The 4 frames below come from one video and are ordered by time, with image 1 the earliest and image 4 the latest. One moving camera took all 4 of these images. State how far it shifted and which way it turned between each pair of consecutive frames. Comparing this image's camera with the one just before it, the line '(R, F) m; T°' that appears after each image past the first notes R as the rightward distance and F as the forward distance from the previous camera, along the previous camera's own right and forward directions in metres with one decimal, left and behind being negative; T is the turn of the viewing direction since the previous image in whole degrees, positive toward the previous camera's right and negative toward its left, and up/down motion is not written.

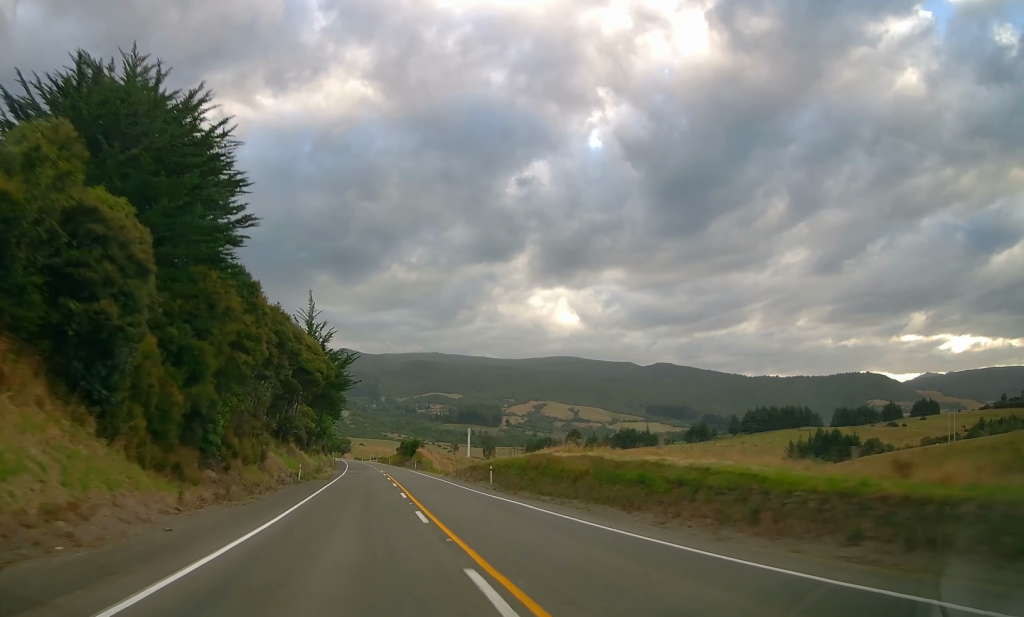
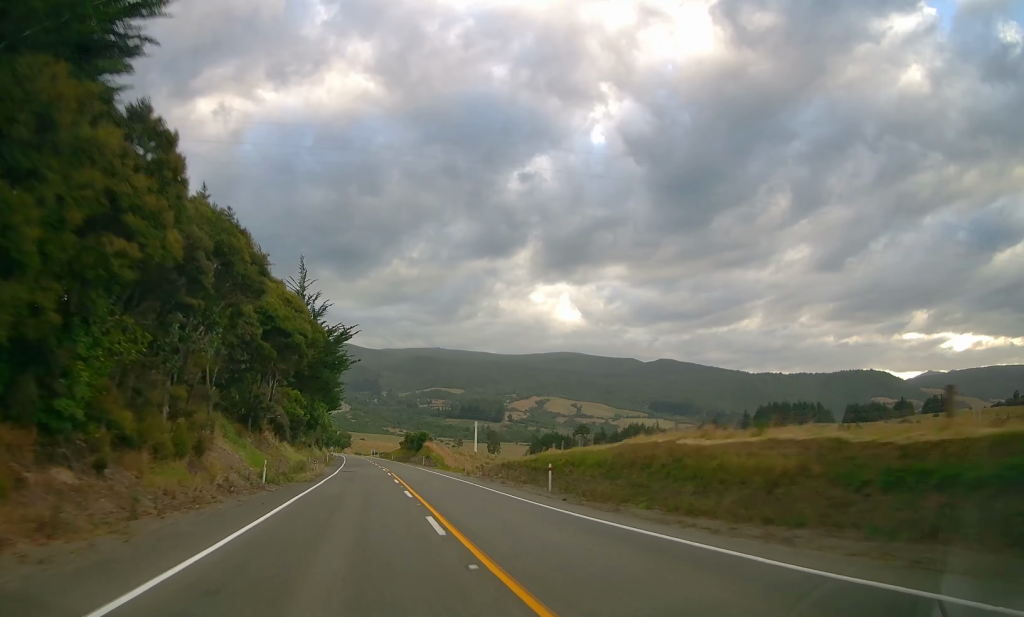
(-0.2, +13.3) m; 0°
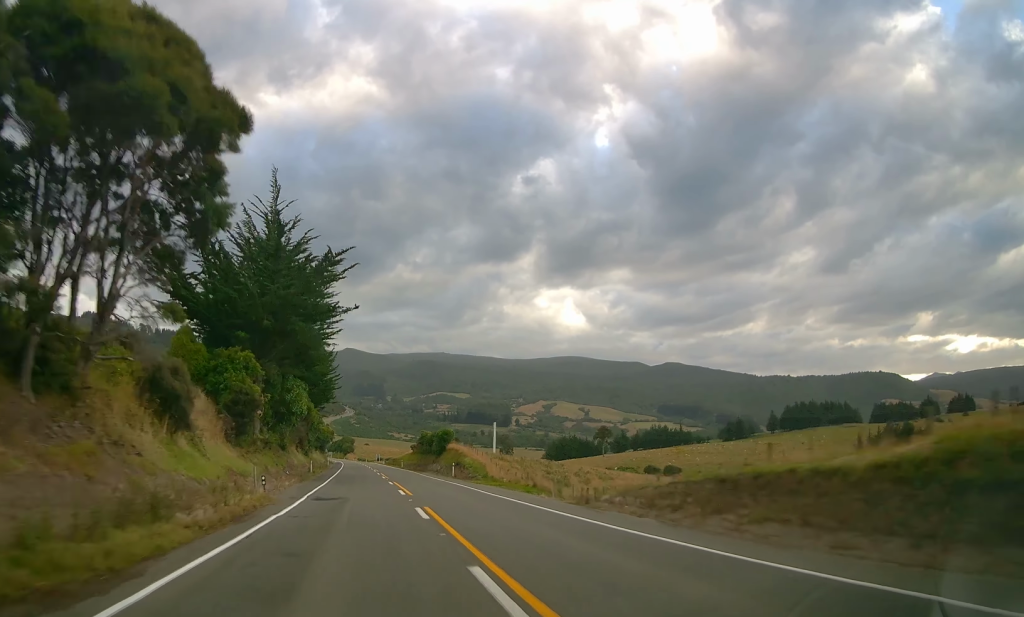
(-0.2, +25.9) m; -1°
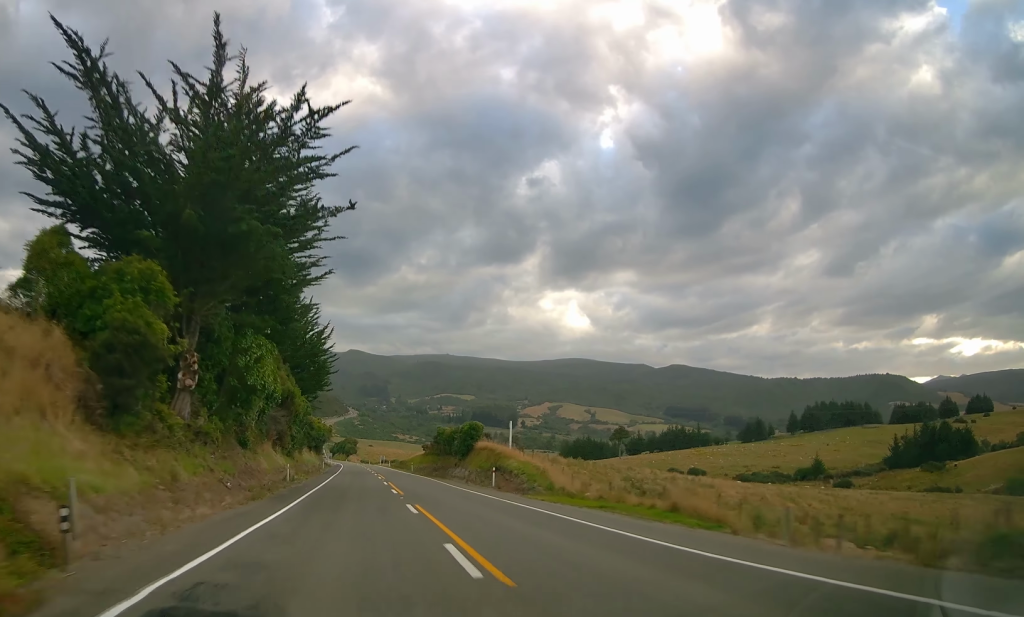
(+0.2, +17.1) m; -1°
